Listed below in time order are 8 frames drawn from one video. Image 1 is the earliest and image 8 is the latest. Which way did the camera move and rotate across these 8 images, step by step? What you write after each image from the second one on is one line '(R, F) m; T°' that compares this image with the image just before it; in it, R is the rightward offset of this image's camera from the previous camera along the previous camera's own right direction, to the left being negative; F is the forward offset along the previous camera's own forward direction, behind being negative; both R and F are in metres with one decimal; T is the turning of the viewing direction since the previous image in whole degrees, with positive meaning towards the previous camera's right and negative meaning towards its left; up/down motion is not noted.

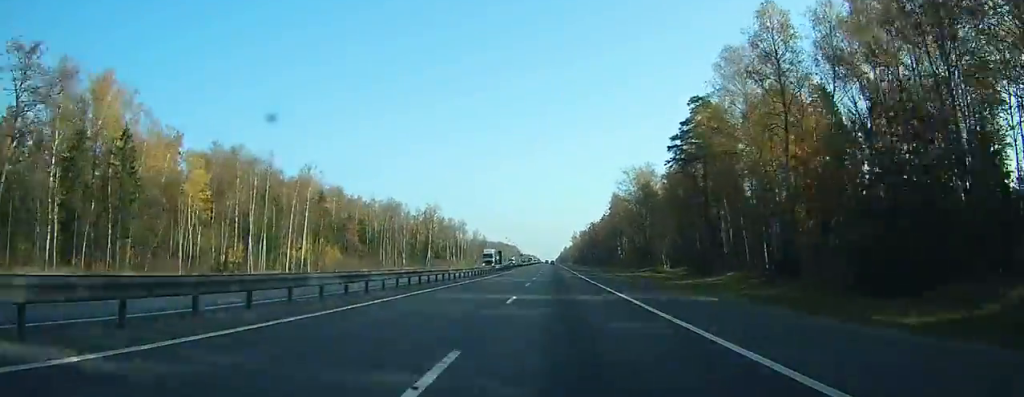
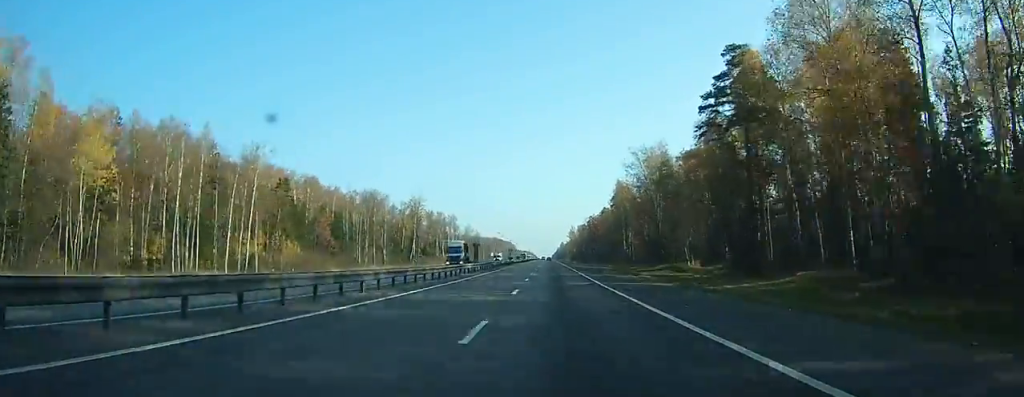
(0.0, +20.3) m; 0°
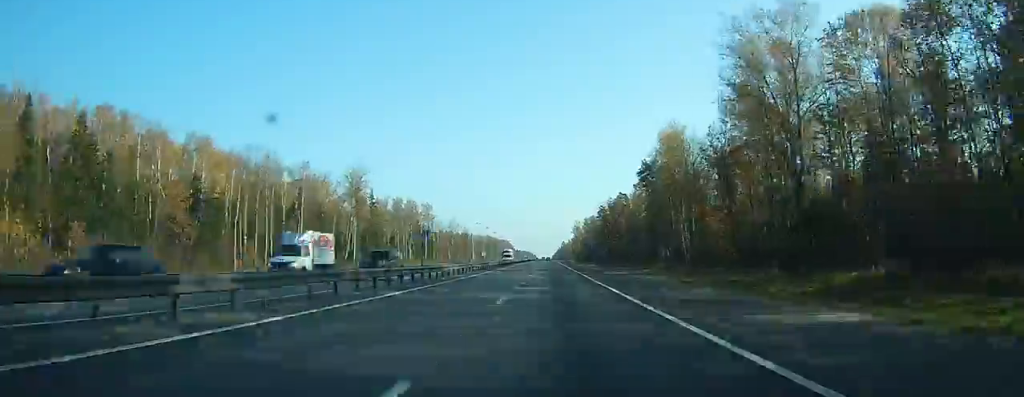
(-0.1, +64.7) m; 0°
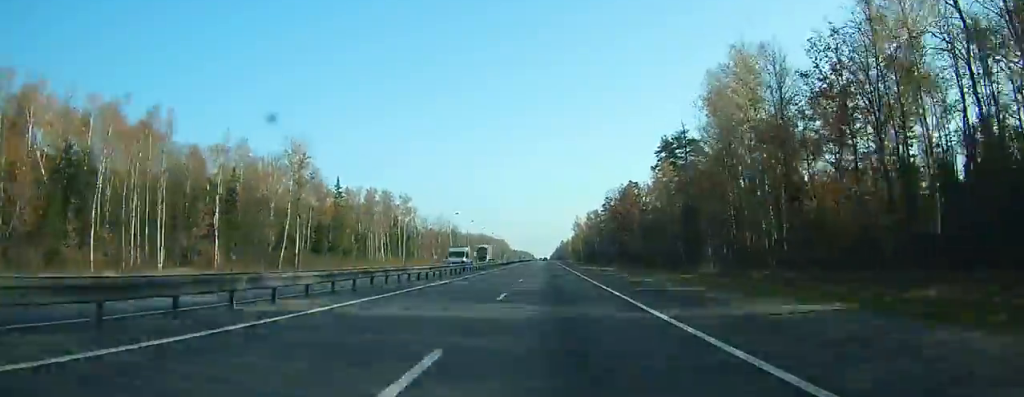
(0.0, +31.3) m; 0°
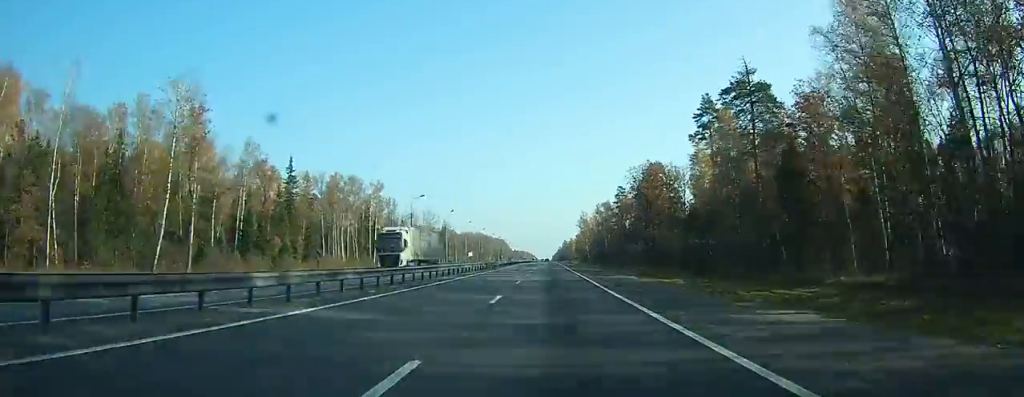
(-0.1, +33.2) m; 0°
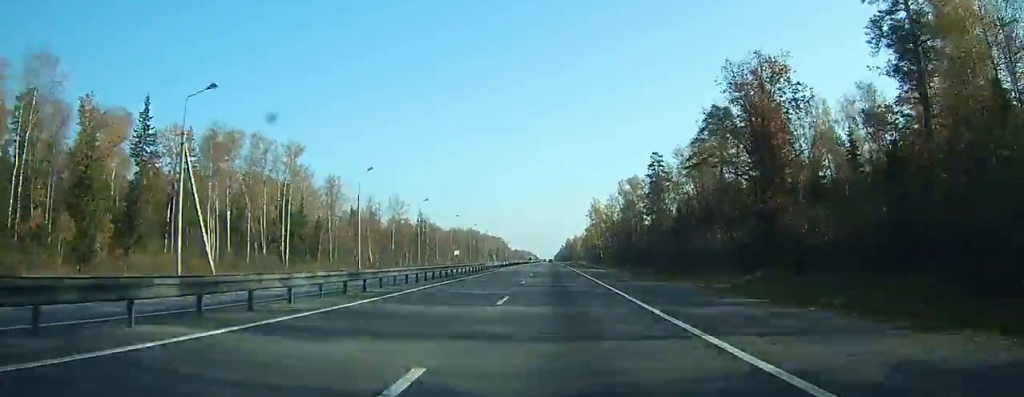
(0.0, +57.5) m; 0°
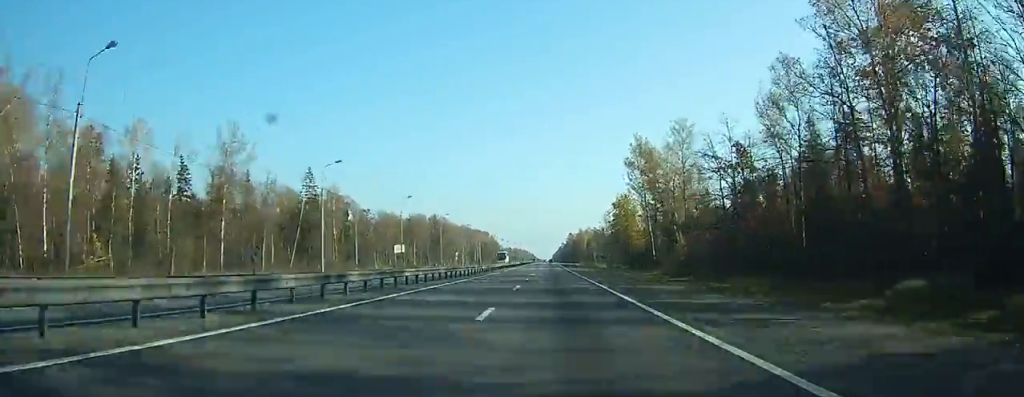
(+1.3, +112.0) m; +1°
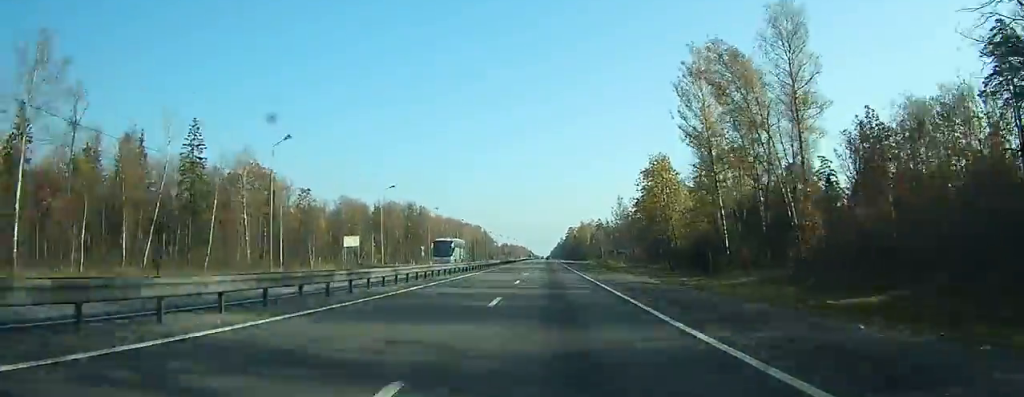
(+0.2, +42.5) m; +1°
